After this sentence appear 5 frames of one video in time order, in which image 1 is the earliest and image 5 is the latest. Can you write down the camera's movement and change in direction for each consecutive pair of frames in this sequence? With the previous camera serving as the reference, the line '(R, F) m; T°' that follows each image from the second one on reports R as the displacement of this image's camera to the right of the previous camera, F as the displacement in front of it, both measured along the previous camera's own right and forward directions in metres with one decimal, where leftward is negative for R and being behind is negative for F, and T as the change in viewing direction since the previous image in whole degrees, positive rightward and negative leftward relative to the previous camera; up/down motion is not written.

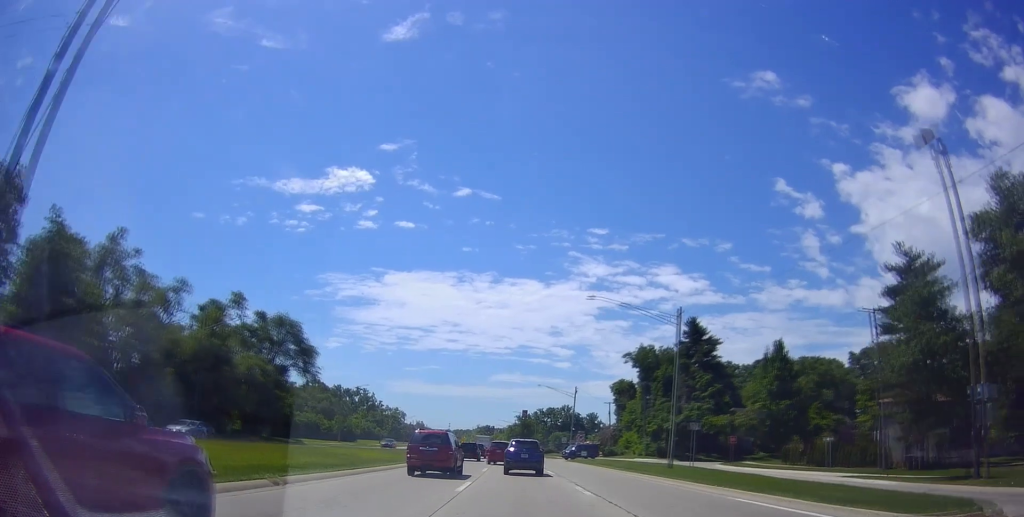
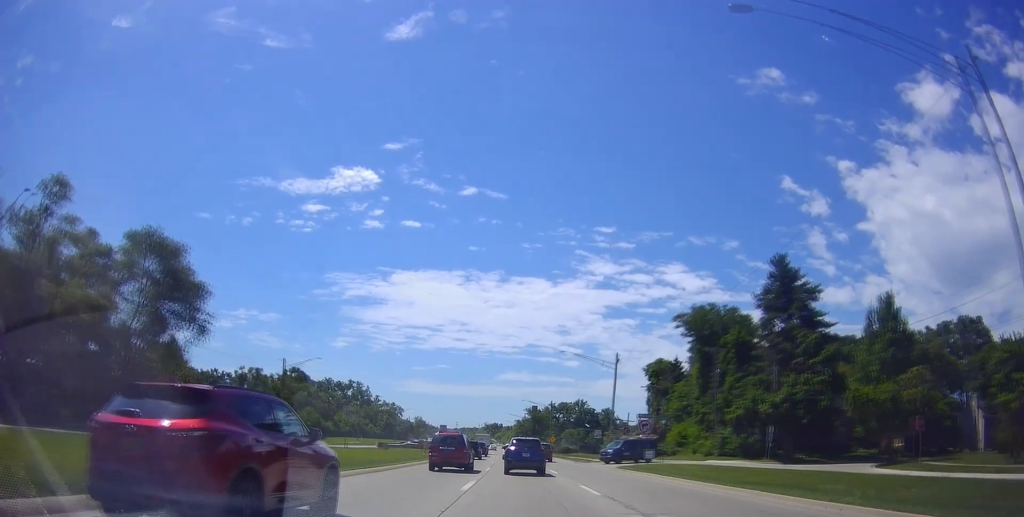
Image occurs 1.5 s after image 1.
(+0.1, +29.9) m; -1°
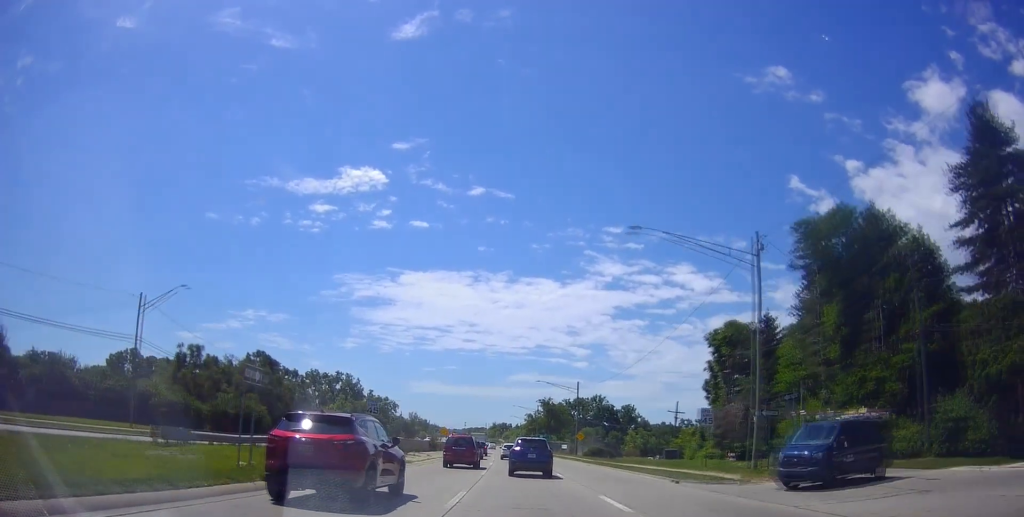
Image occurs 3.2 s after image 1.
(-0.3, +34.0) m; 0°
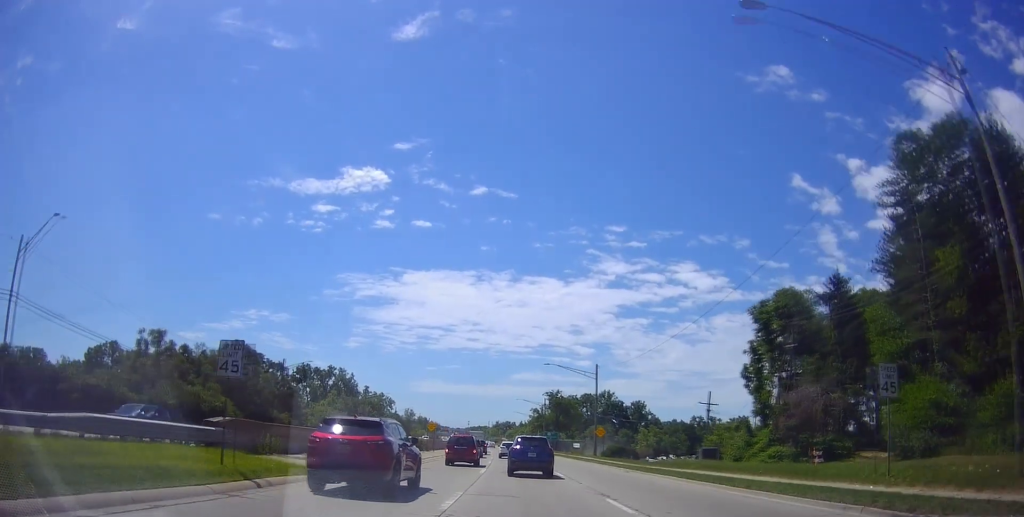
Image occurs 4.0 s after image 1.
(0.0, +15.6) m; 0°
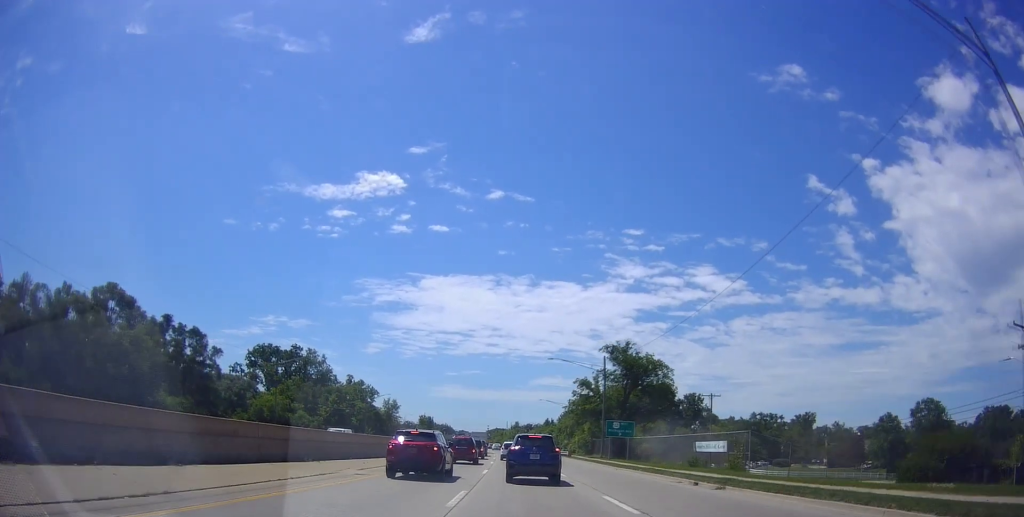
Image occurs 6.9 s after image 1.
(-0.1, +60.3) m; -2°
